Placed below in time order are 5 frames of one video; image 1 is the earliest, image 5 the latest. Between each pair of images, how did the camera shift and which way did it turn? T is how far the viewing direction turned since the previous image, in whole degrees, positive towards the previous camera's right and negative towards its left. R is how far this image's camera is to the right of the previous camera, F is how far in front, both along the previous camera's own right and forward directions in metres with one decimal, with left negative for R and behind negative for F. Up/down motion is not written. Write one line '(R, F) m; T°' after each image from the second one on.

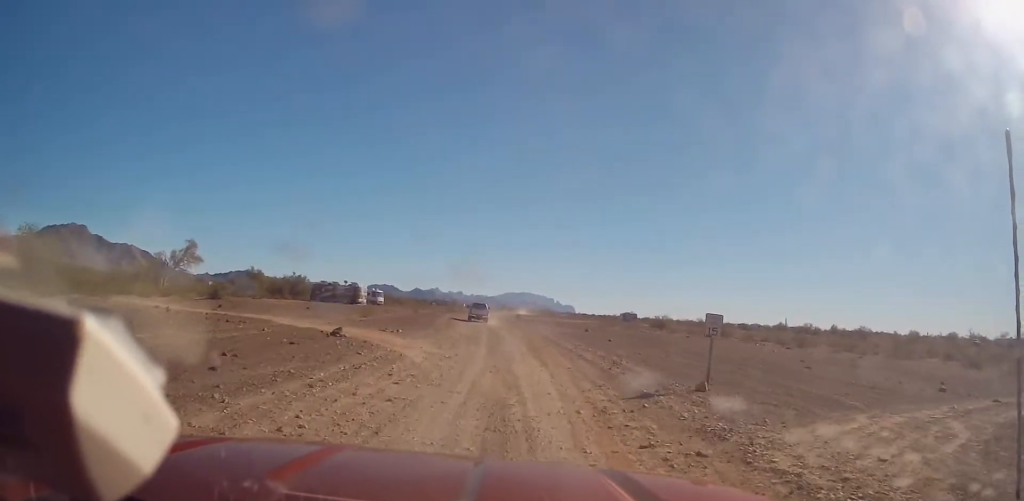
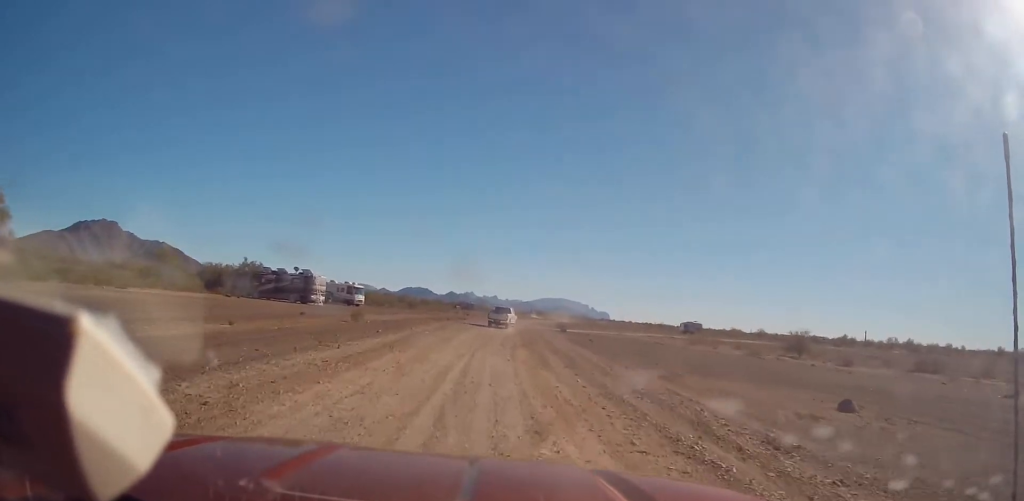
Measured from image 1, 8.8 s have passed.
(0.0, +44.2) m; -1°
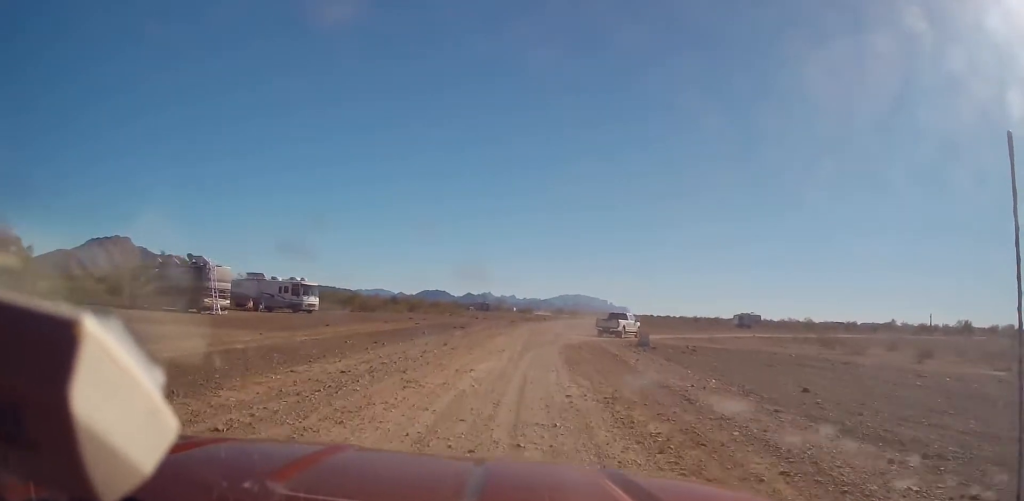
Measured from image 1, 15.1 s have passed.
(-0.1, +29.8) m; 0°
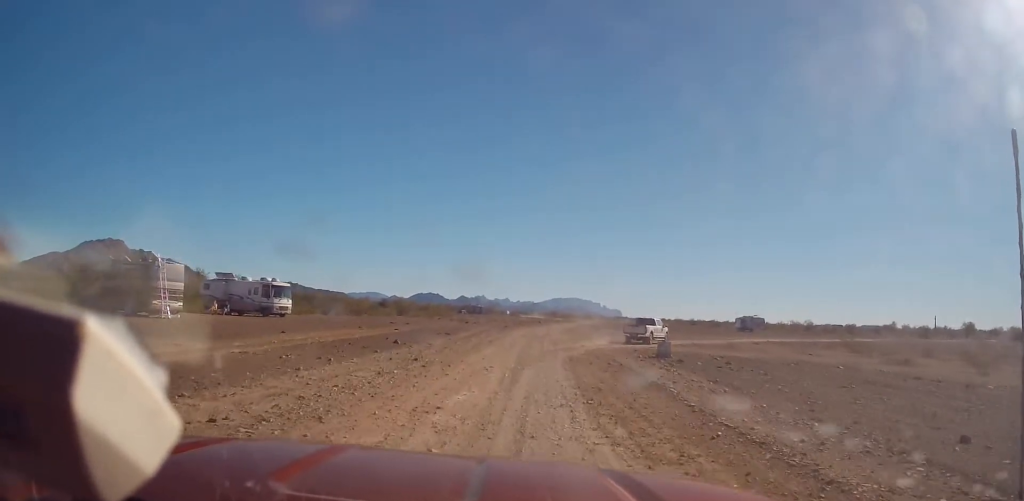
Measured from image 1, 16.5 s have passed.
(0.0, +6.5) m; 0°
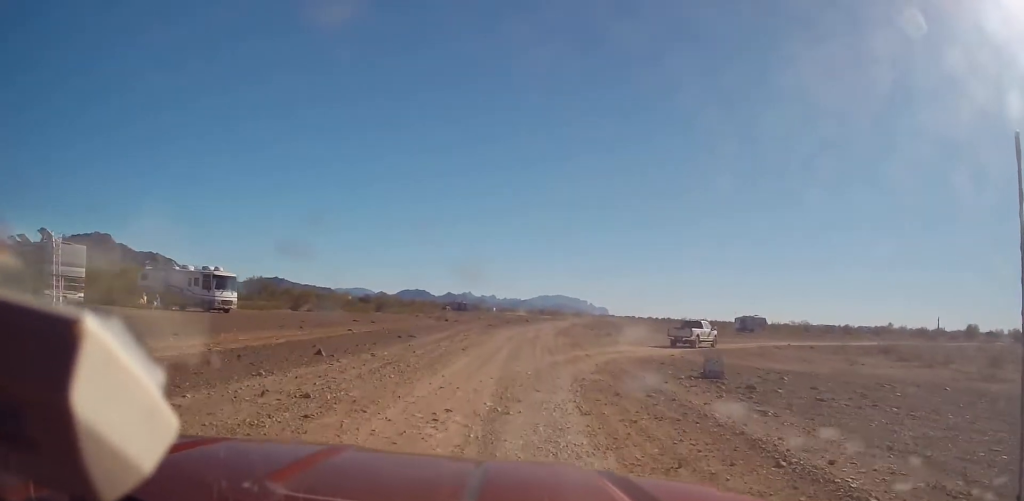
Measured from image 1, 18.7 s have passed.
(+0.1, +9.5) m; +1°
